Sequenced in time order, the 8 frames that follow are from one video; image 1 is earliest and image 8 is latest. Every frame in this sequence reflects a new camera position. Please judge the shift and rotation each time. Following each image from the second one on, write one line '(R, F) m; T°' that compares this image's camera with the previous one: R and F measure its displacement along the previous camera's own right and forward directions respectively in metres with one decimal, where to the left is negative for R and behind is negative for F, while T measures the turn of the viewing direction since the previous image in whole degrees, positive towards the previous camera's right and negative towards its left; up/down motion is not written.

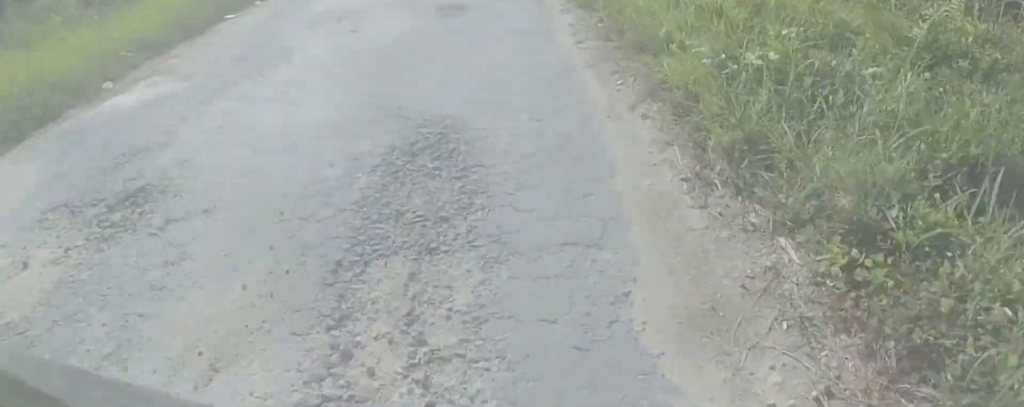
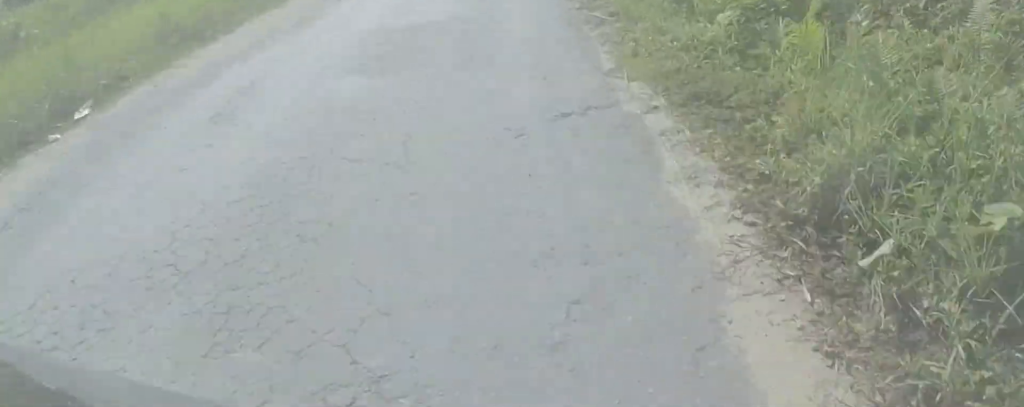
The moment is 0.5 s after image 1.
(0.0, +4.8) m; 0°
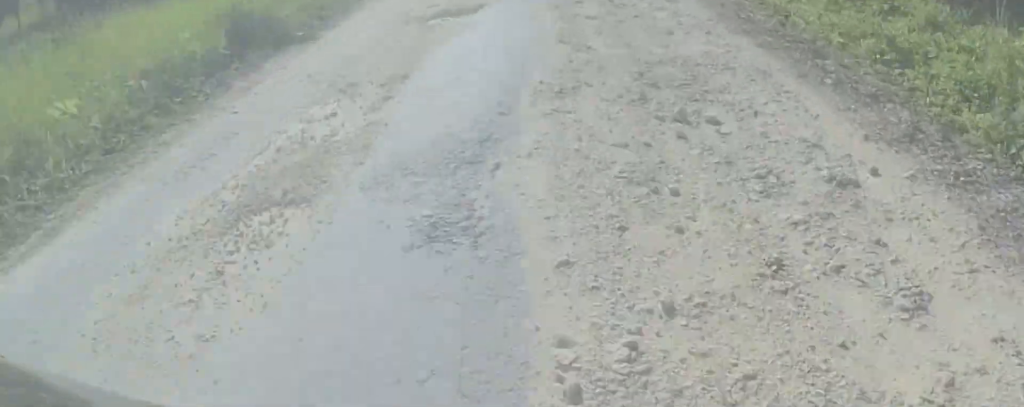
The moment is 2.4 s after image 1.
(0.0, +17.3) m; 0°
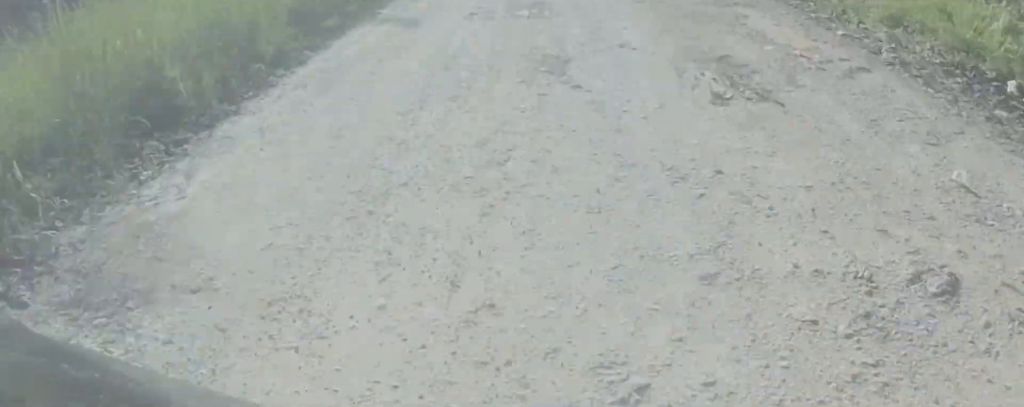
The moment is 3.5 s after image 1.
(0.0, +10.3) m; 0°
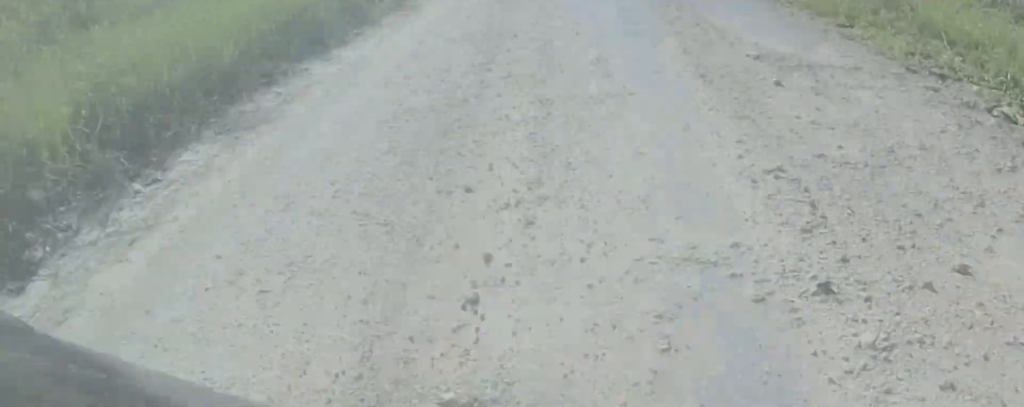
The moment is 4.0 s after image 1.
(0.0, +5.3) m; 0°
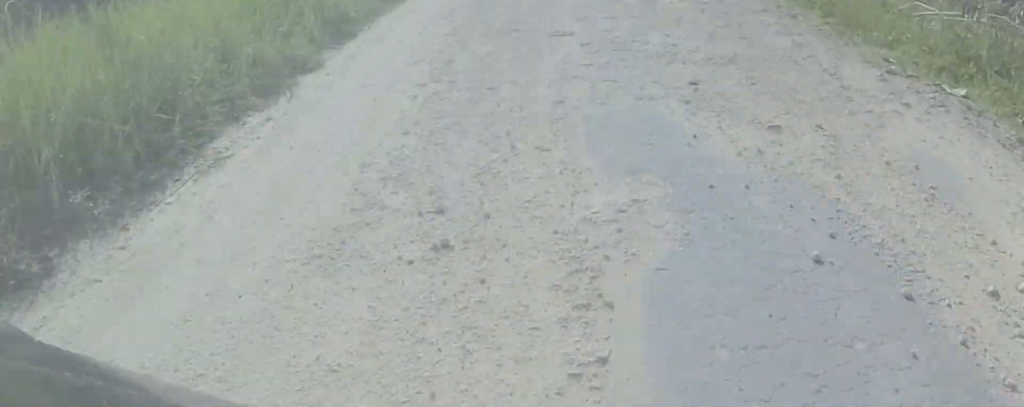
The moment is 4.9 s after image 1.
(0.0, +9.3) m; 0°
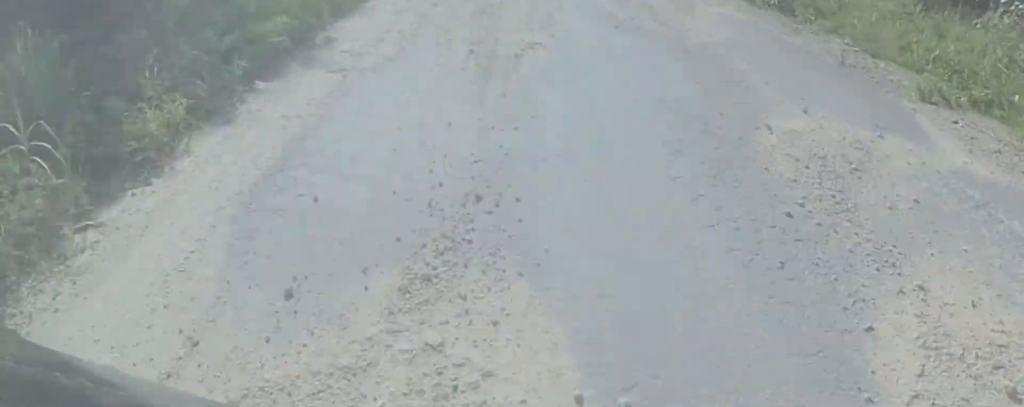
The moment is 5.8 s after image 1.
(0.0, +8.8) m; +5°
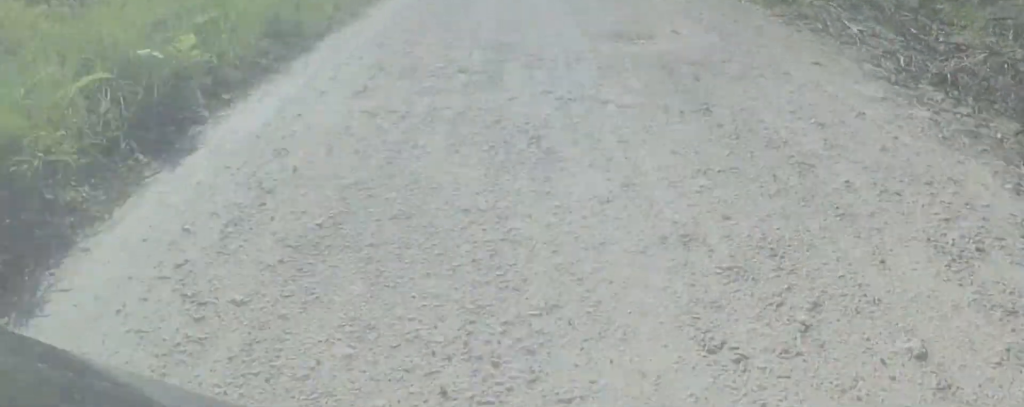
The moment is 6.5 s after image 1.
(+0.6, +7.9) m; +1°
